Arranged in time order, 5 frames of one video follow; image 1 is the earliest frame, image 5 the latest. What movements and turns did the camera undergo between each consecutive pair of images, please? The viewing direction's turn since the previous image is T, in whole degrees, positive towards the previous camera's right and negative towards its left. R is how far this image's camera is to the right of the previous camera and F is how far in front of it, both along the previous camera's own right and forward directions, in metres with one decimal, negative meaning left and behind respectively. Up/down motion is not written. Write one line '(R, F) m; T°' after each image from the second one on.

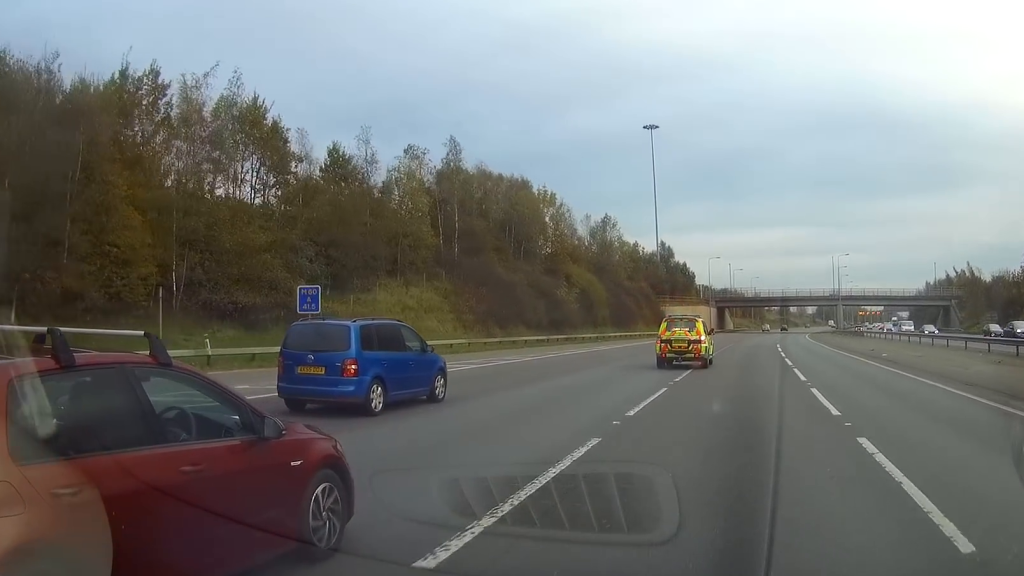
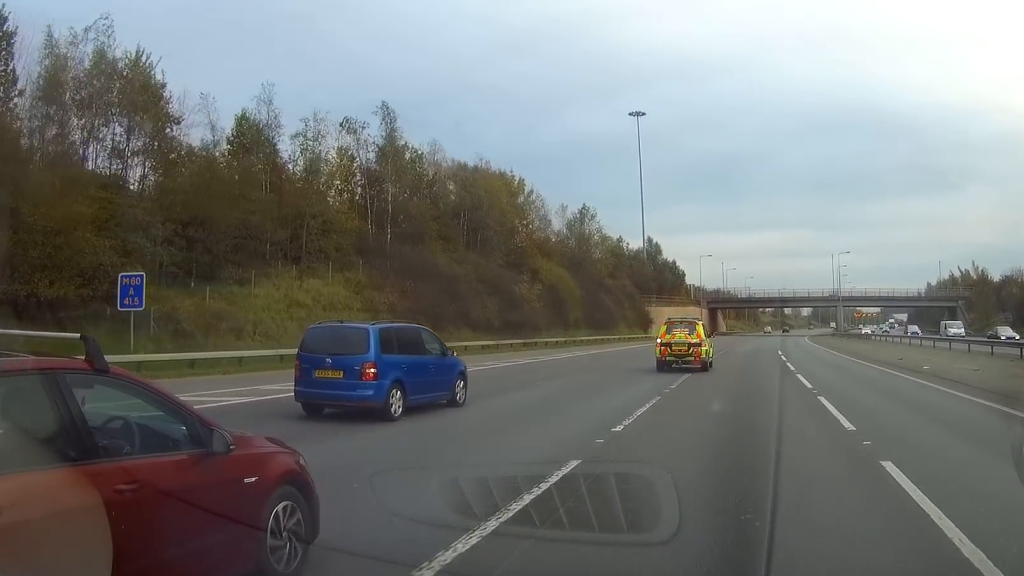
(+0.1, +10.7) m; +1°
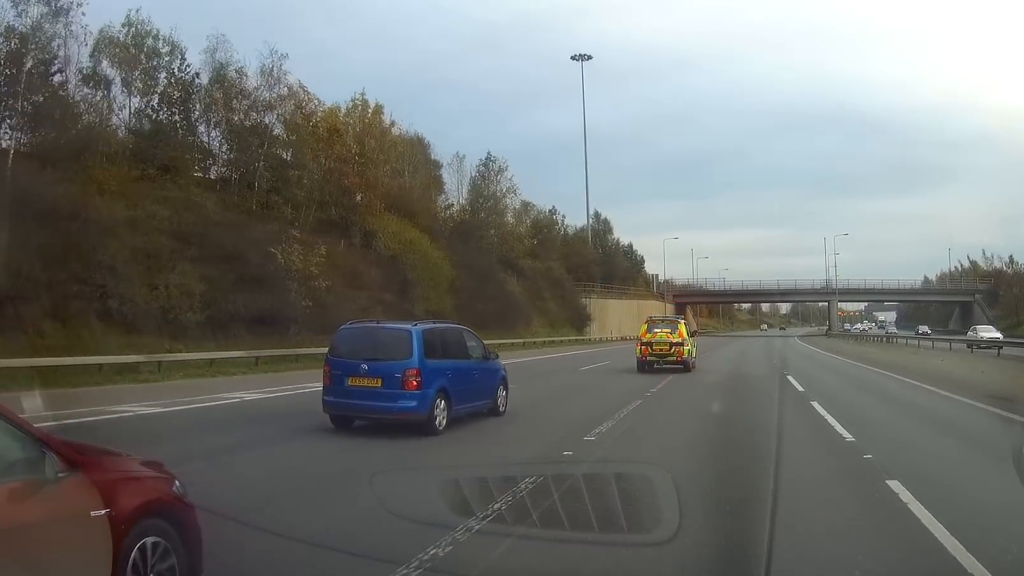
(+0.4, +27.8) m; +1°
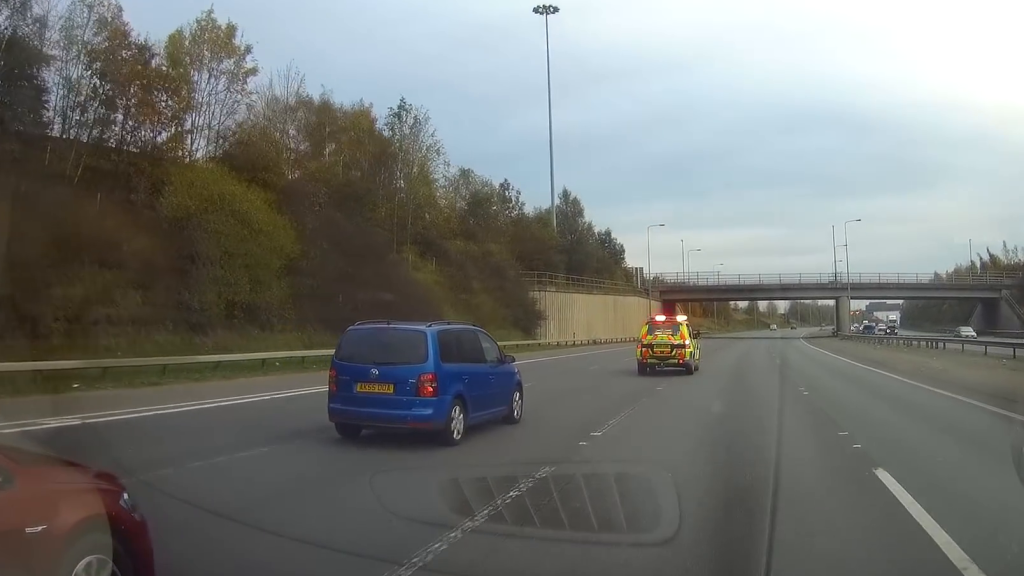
(0.0, +16.9) m; 0°
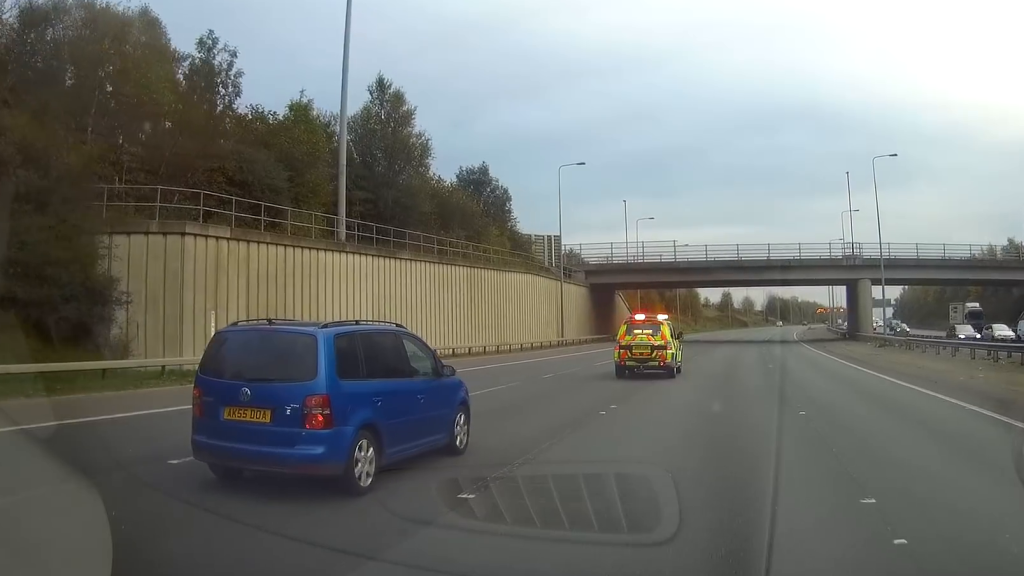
(+0.6, +40.6) m; +1°
